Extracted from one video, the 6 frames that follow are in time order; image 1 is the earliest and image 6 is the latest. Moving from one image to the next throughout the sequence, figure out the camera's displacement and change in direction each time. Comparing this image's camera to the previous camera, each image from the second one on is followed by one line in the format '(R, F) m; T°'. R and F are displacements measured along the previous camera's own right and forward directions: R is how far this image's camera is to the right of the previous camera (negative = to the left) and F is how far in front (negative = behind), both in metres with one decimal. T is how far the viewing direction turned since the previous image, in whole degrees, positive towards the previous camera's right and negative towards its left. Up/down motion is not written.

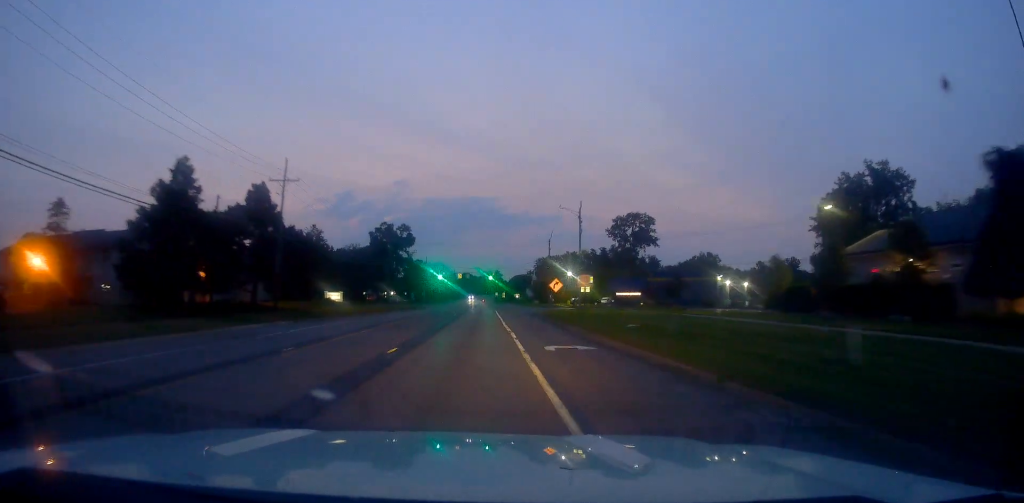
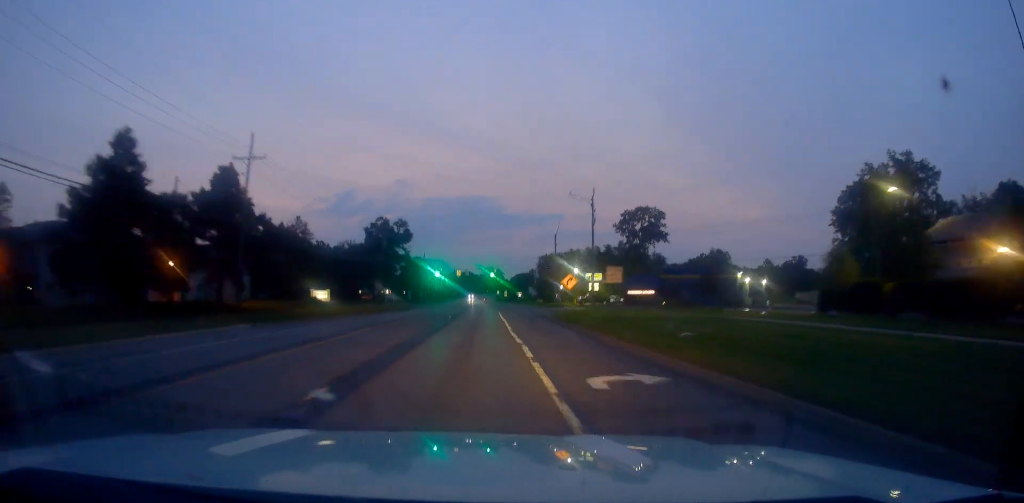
(-0.1, +8.2) m; 0°
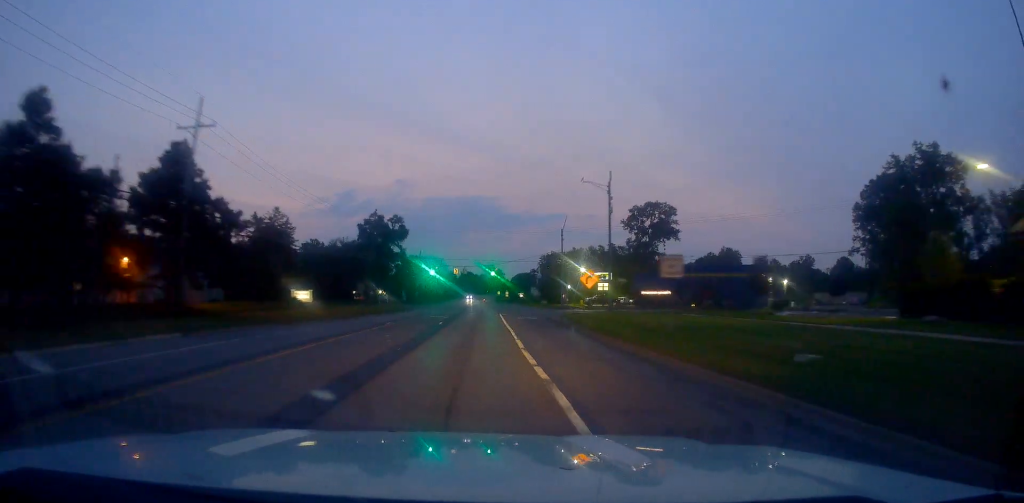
(+0.4, +8.9) m; +1°
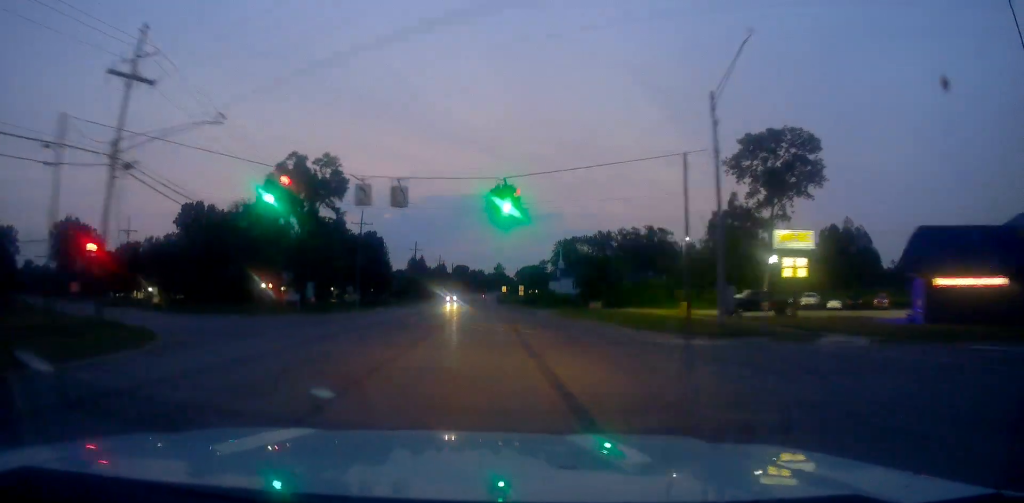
(+0.4, +64.9) m; 0°
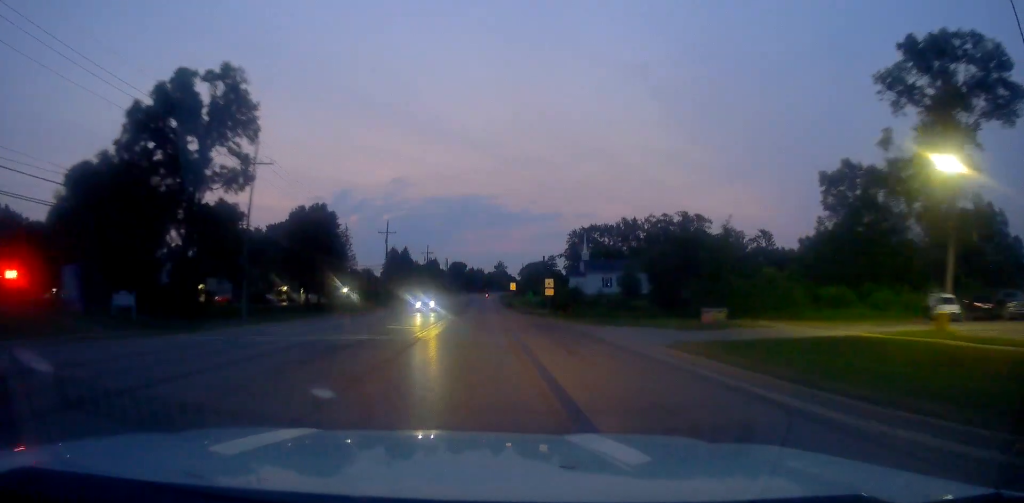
(+0.4, +36.4) m; +1°
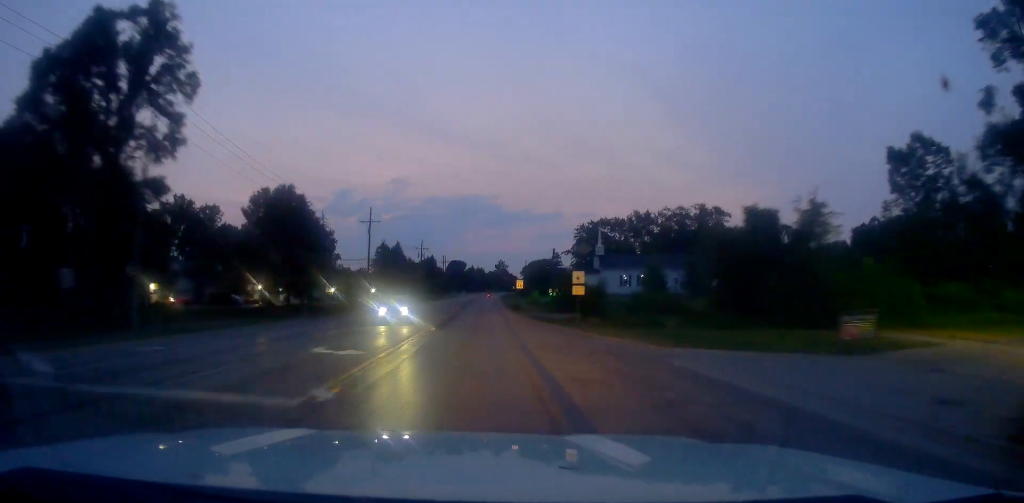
(+0.1, +13.7) m; 0°
